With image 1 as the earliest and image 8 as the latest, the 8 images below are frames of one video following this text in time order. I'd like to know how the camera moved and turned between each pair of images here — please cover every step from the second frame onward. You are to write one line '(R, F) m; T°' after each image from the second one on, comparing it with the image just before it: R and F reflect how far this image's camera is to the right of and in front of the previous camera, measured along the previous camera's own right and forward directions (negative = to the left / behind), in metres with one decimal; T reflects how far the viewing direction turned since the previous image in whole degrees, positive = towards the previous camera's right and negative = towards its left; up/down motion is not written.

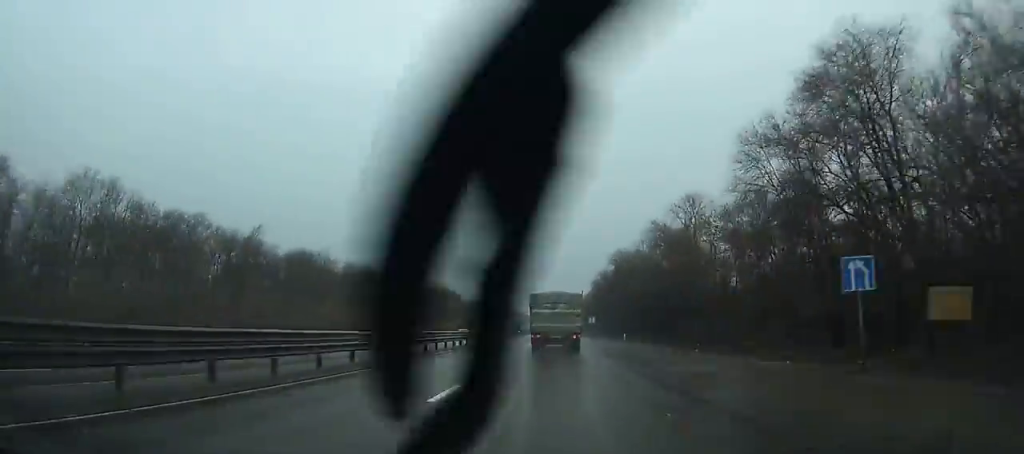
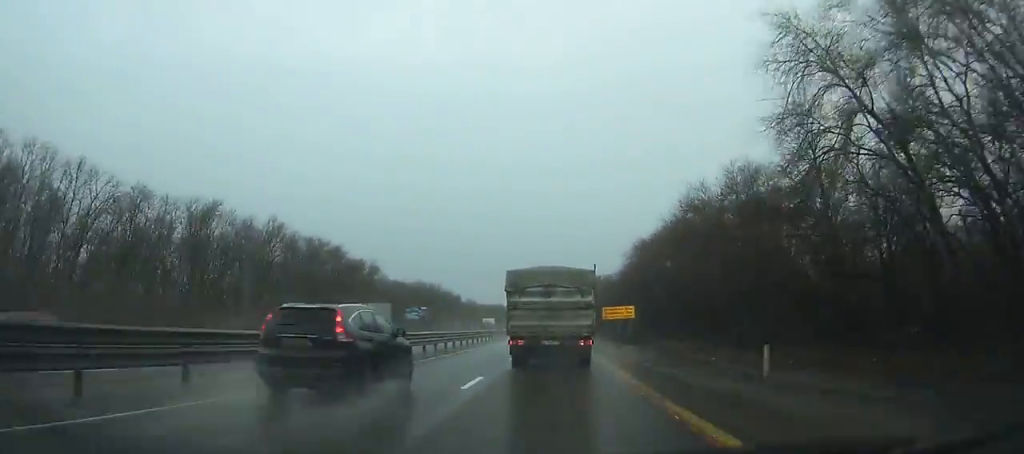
(-0.5, +128.4) m; -1°
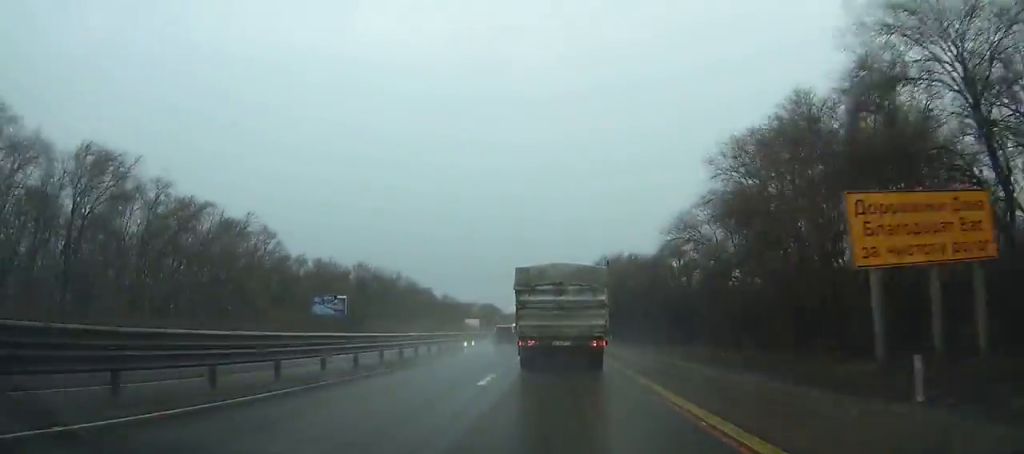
(0.0, +60.2) m; -1°
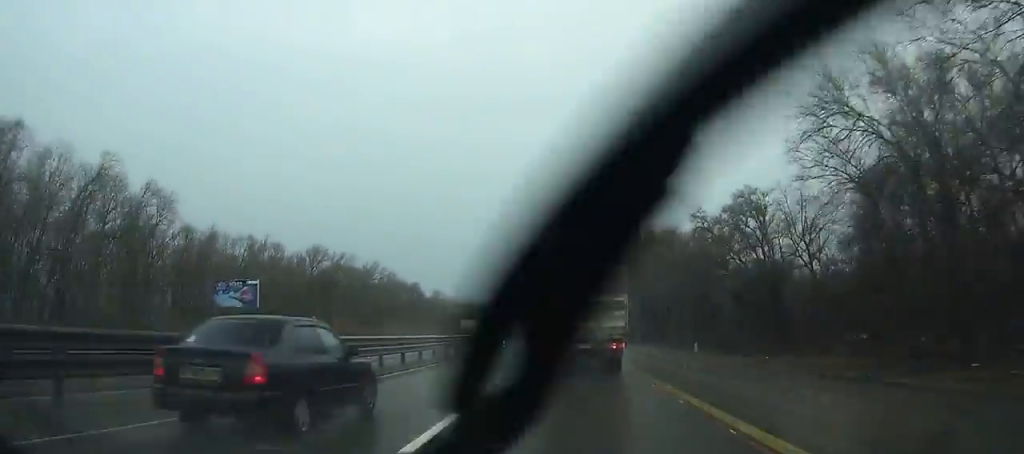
(-0.2, +34.1) m; 0°
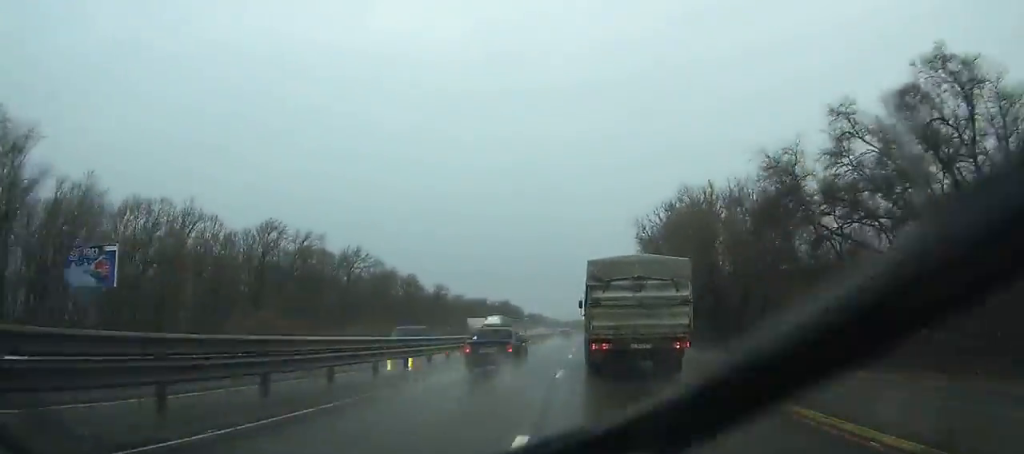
(-0.3, +26.5) m; 0°
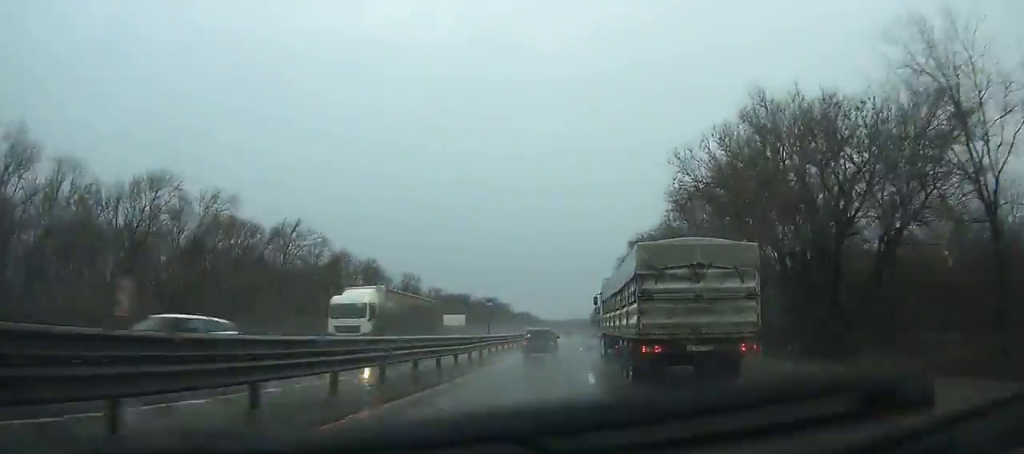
(-0.1, +27.5) m; 0°
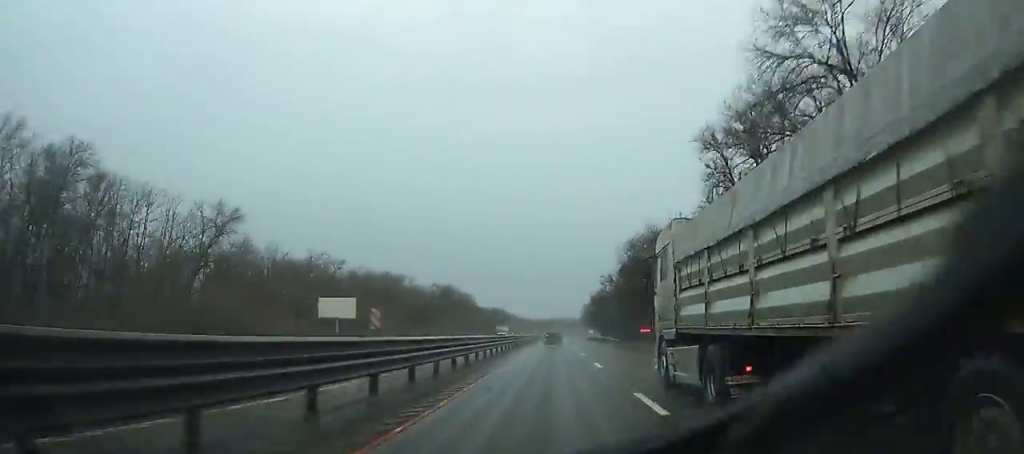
(+0.6, +78.6) m; +1°
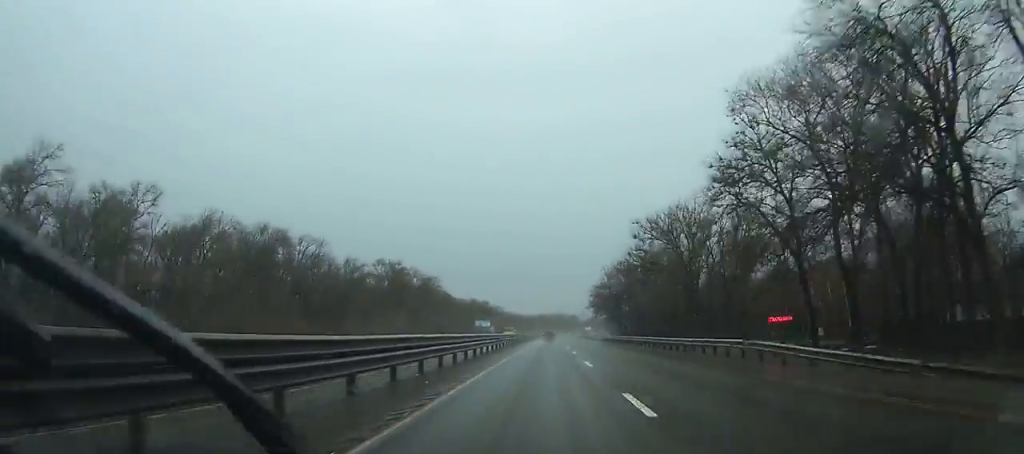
(+0.5, +62.0) m; +1°
